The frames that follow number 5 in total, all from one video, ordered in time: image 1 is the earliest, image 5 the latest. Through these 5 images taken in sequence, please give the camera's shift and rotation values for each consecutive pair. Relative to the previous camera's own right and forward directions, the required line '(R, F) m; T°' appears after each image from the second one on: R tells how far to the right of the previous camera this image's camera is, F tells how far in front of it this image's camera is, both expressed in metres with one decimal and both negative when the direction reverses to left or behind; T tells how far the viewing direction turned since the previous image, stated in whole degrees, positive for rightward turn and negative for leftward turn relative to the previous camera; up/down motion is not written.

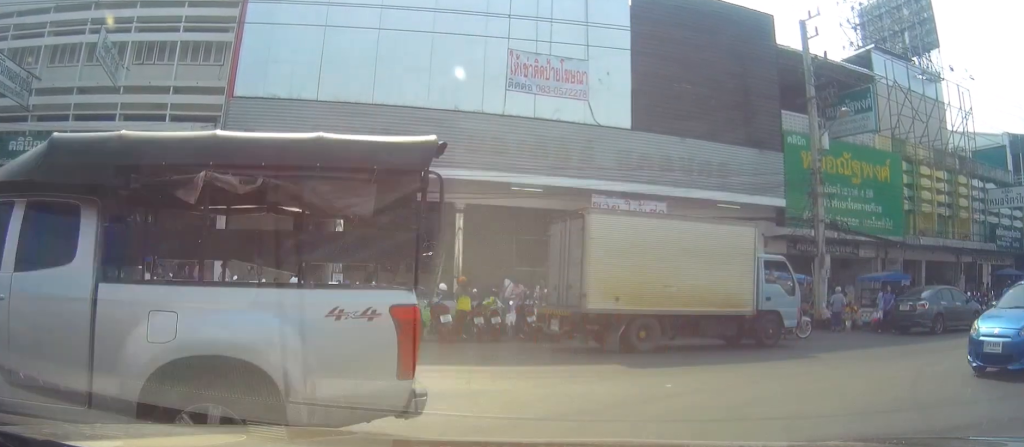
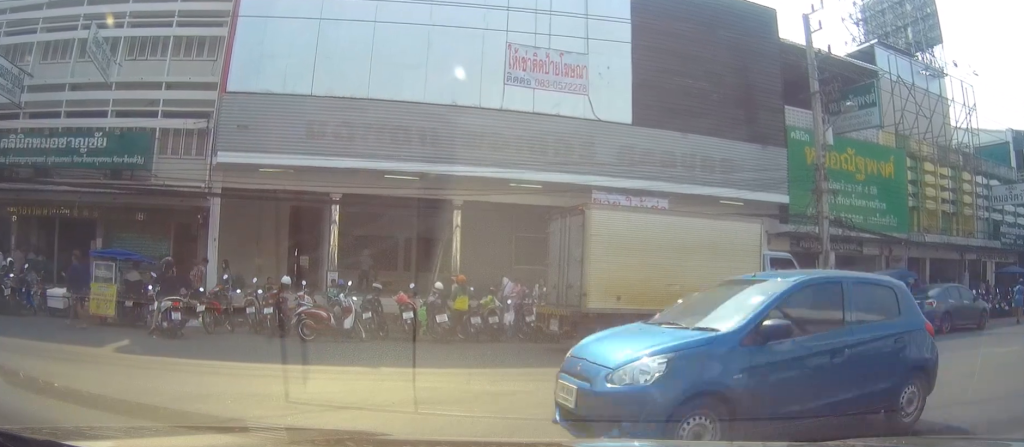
(0.0, +0.2) m; 0°
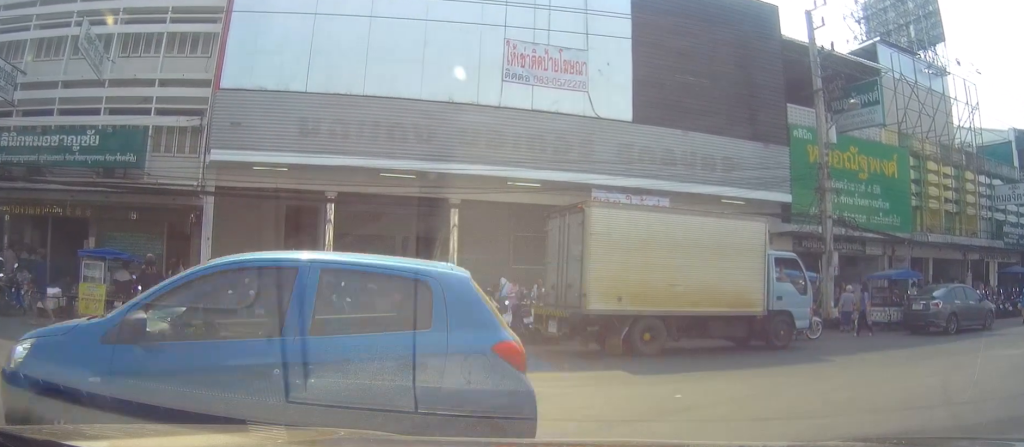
(+0.1, +0.5) m; 0°
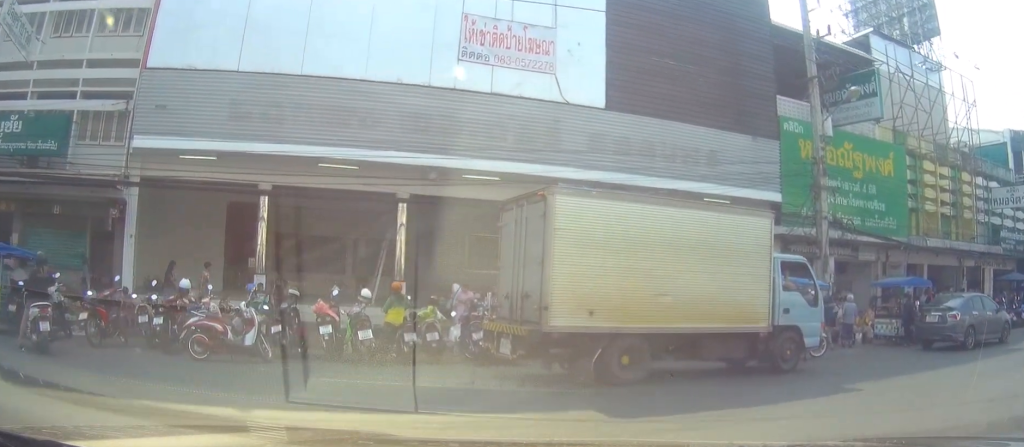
(+1.0, +3.2) m; +16°
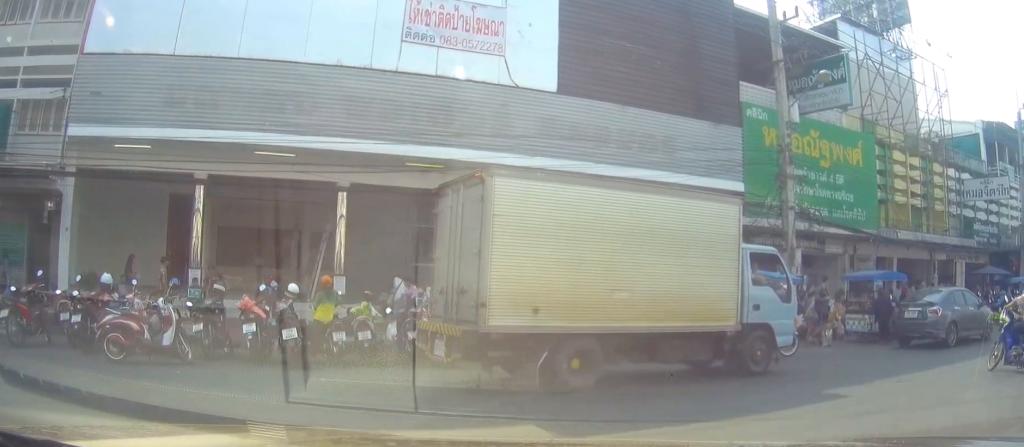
(0.0, +1.3) m; -1°
